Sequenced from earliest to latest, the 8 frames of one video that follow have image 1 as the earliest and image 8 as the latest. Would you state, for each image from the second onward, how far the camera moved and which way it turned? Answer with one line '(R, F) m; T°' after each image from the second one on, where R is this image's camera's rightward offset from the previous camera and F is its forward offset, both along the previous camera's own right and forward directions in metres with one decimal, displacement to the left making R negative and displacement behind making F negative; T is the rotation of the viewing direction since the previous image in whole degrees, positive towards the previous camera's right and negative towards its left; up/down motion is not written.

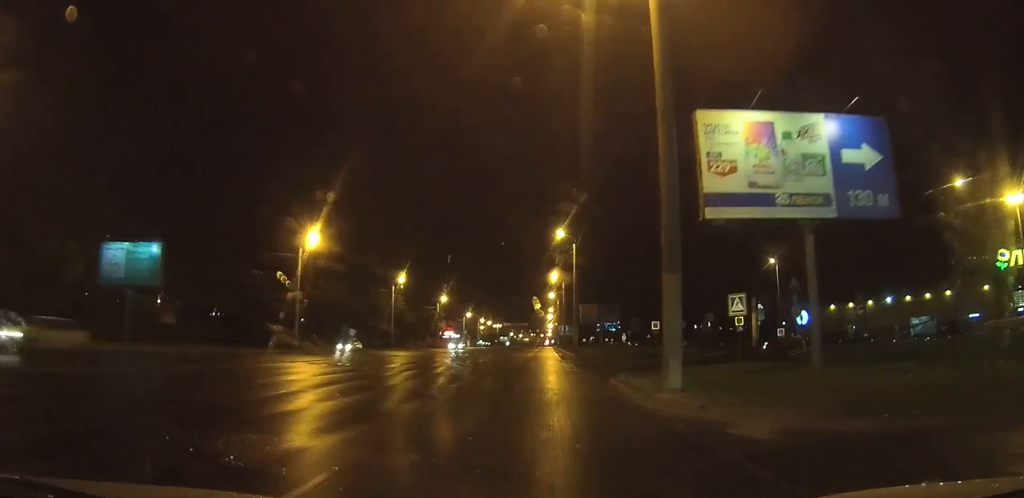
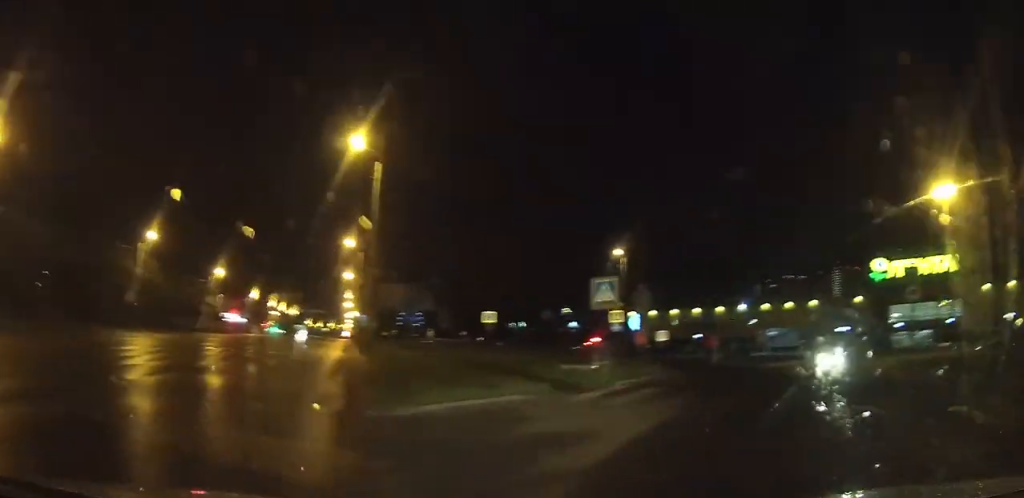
(+1.2, +23.4) m; +19°
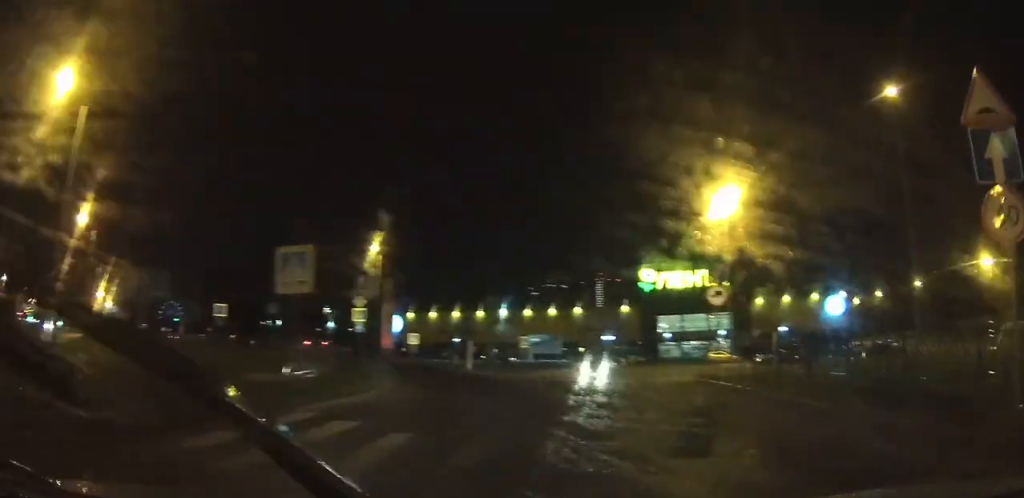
(+1.9, +5.8) m; +10°
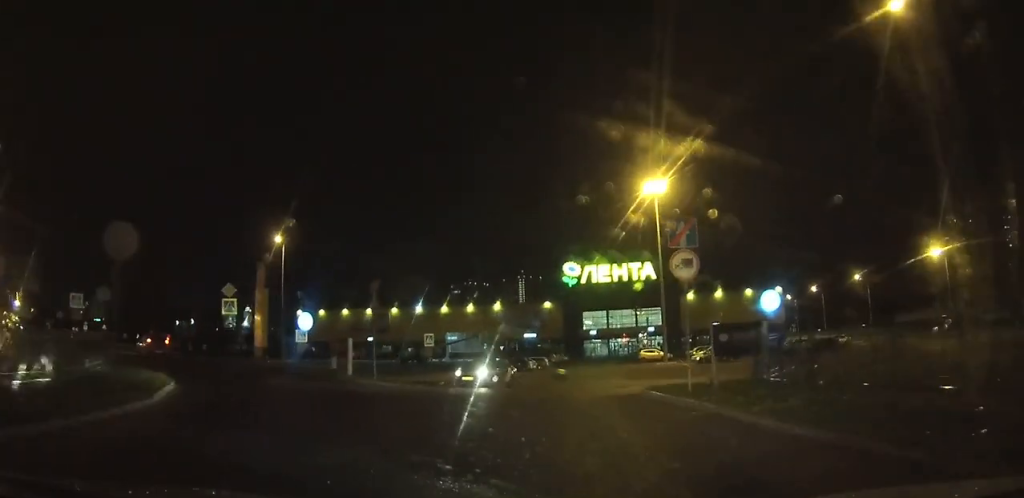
(+1.4, +9.0) m; +14°
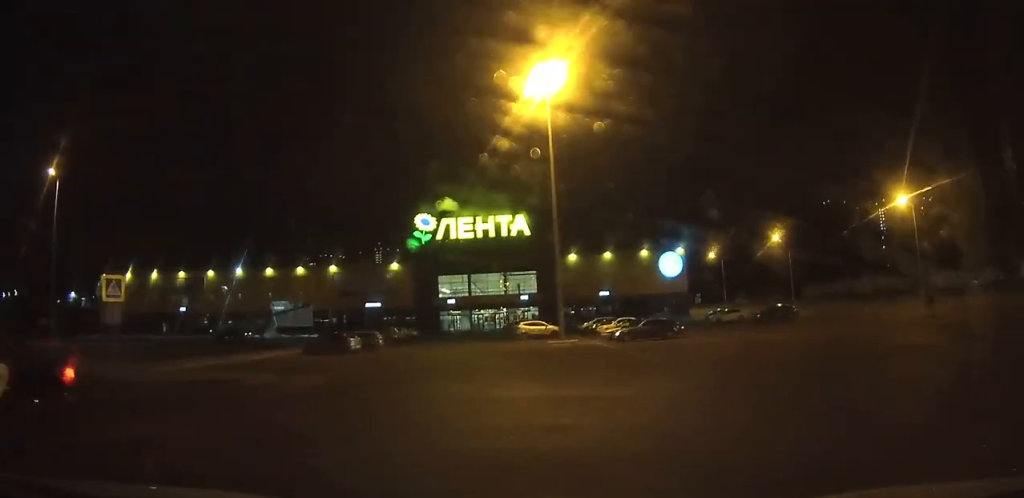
(+4.5, +26.7) m; +12°
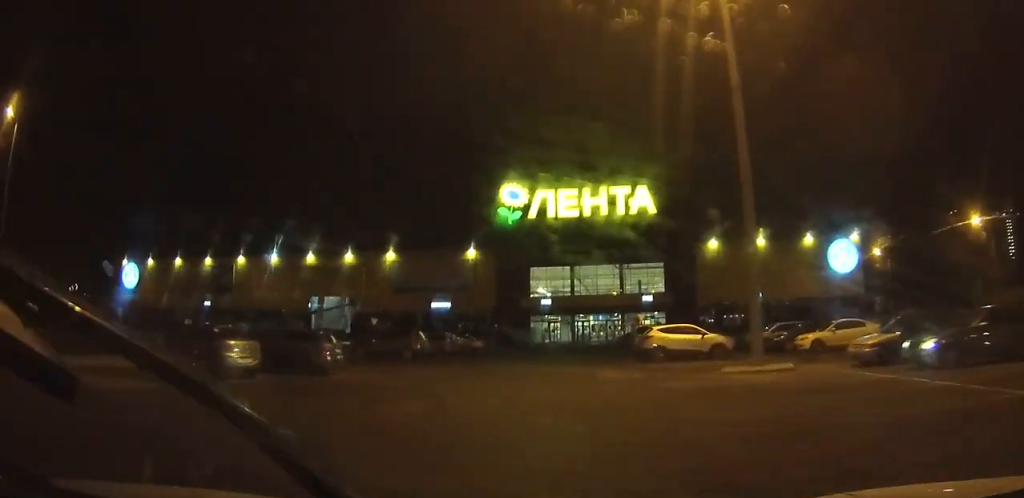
(-1.2, +25.0) m; -5°
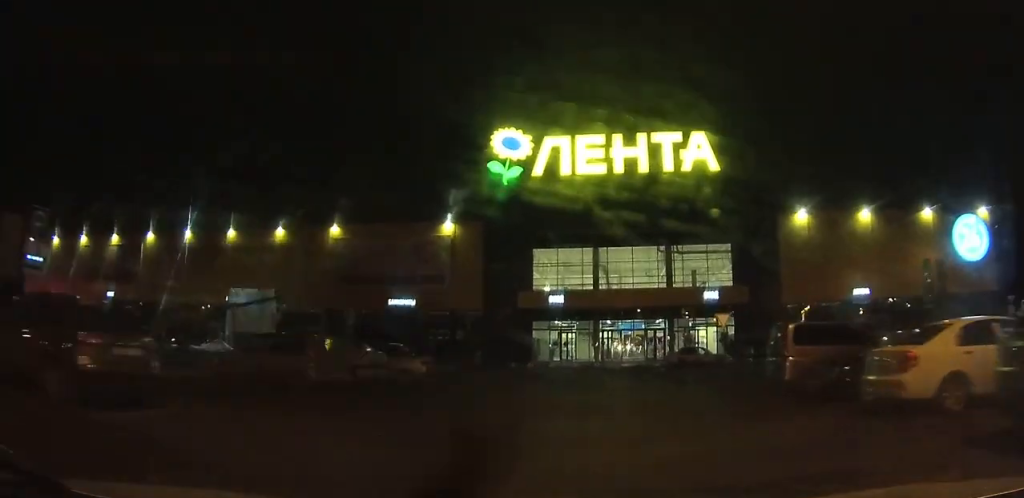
(-0.3, +16.7) m; -1°
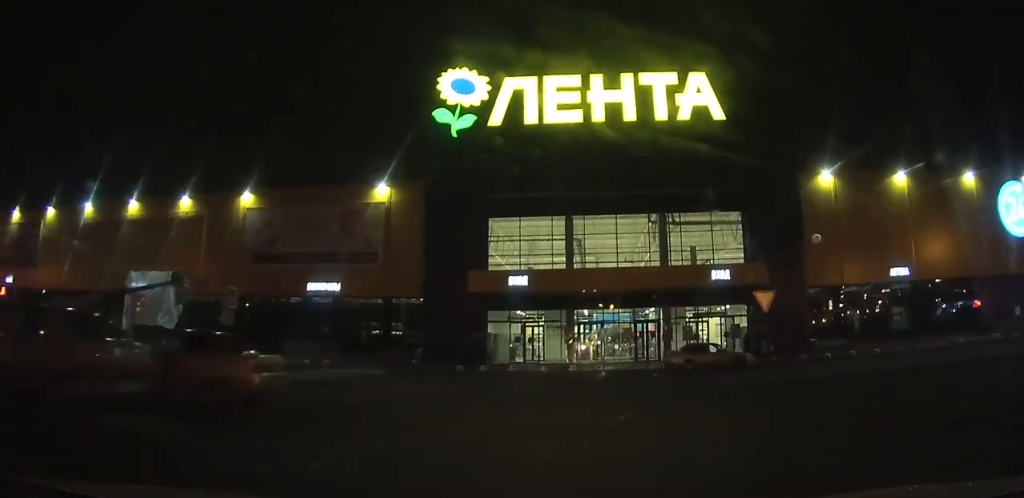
(0.0, +7.7) m; 0°
